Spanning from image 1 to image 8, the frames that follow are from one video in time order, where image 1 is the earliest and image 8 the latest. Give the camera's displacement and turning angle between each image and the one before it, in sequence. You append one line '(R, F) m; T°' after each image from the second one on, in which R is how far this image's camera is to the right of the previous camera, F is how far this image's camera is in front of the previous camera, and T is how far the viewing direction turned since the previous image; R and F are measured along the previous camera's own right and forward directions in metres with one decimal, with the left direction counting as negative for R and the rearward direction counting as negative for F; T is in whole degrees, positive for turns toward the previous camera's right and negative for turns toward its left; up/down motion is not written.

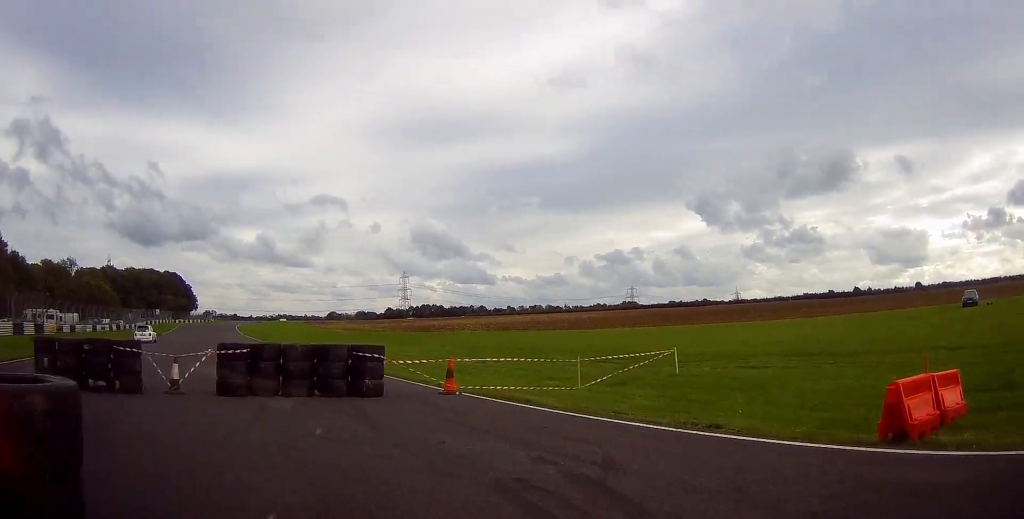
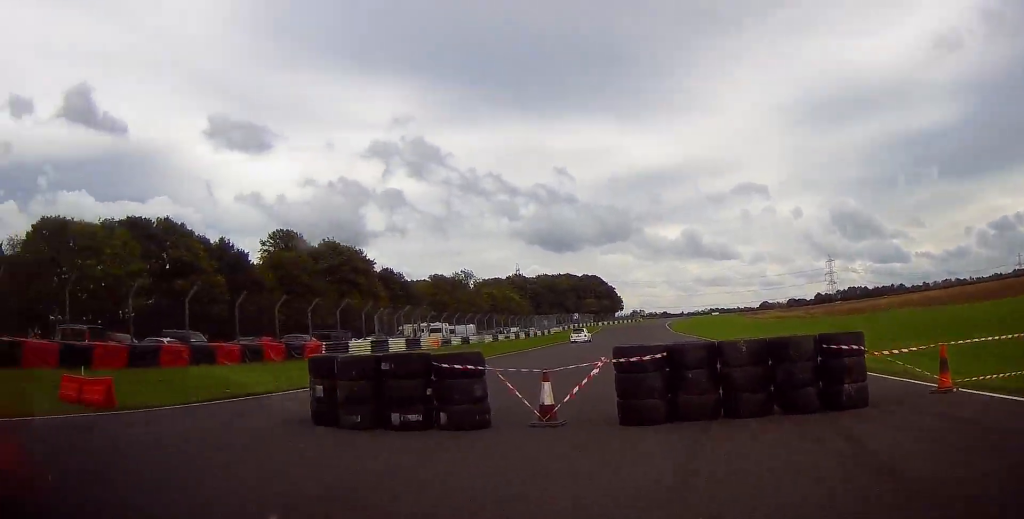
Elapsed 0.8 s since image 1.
(-1.1, +4.4) m; -29°
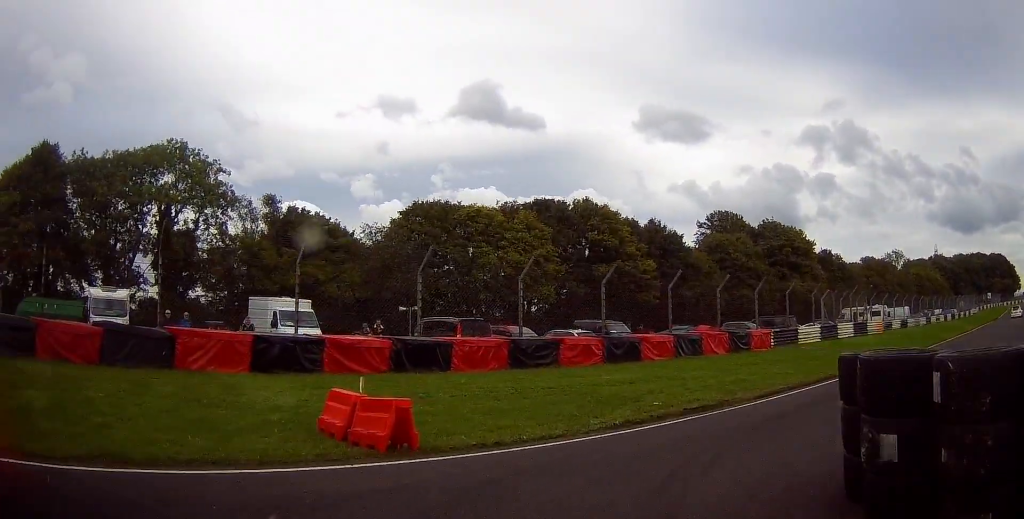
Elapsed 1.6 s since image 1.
(-1.6, +5.3) m; -11°
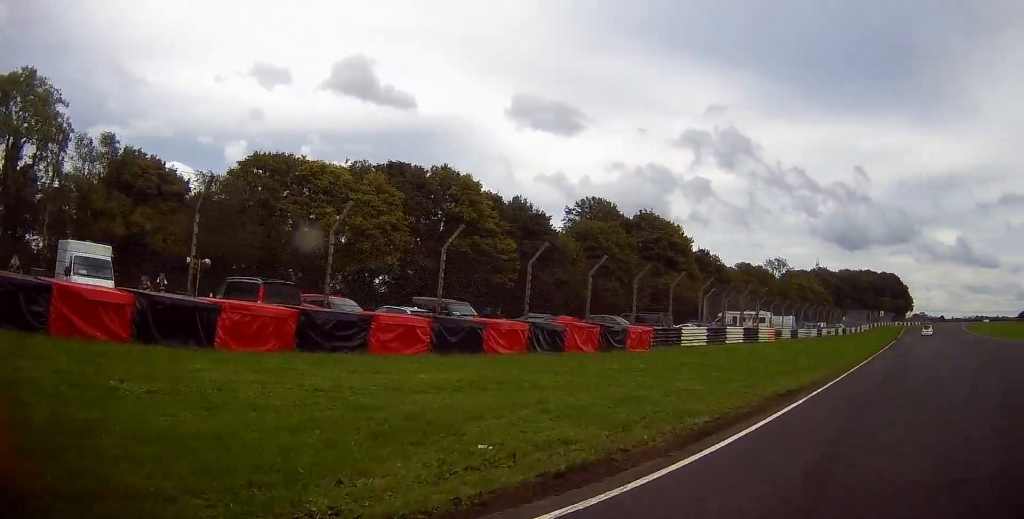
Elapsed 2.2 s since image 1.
(-0.2, +5.5) m; +4°
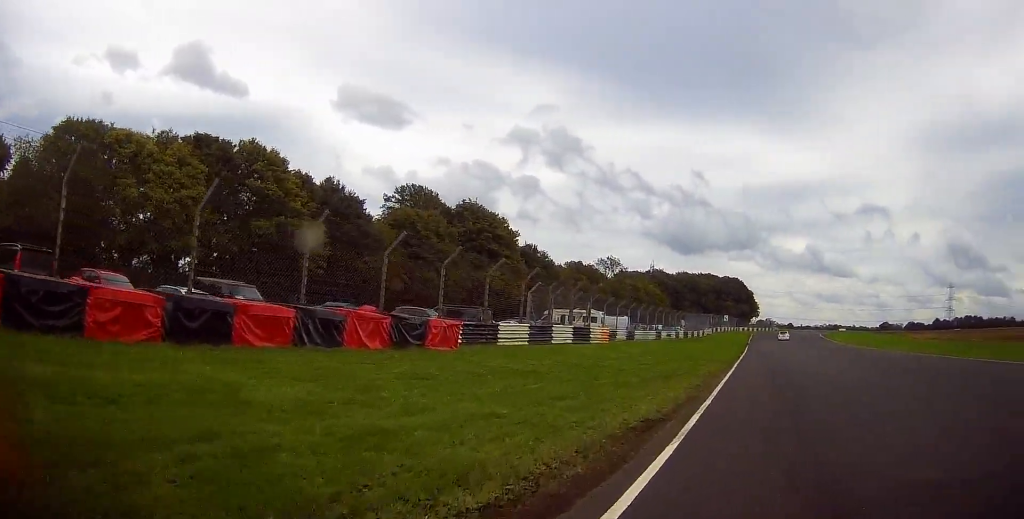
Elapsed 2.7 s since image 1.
(-0.1, +4.2) m; +8°
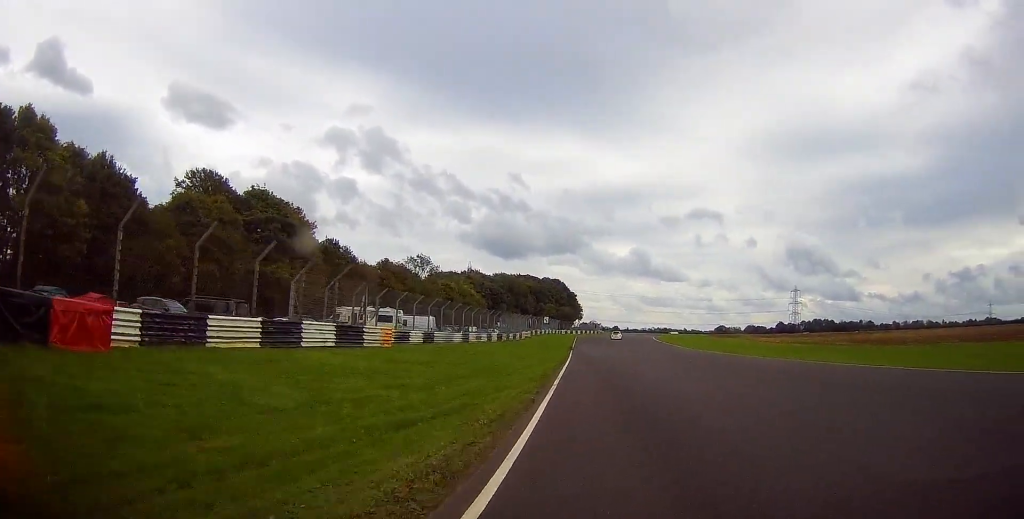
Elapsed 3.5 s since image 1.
(+1.3, +8.8) m; +9°
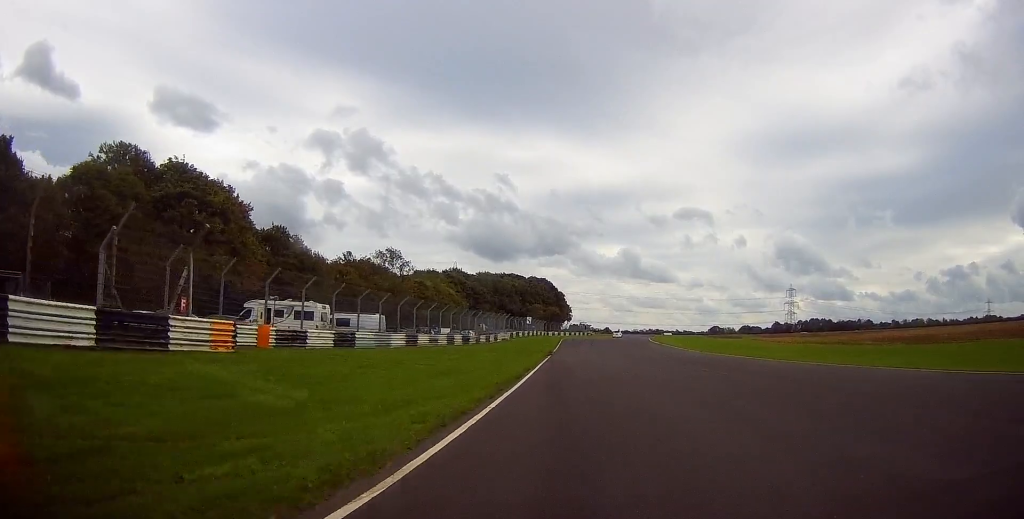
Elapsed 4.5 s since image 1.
(+0.9, +13.7) m; +4°
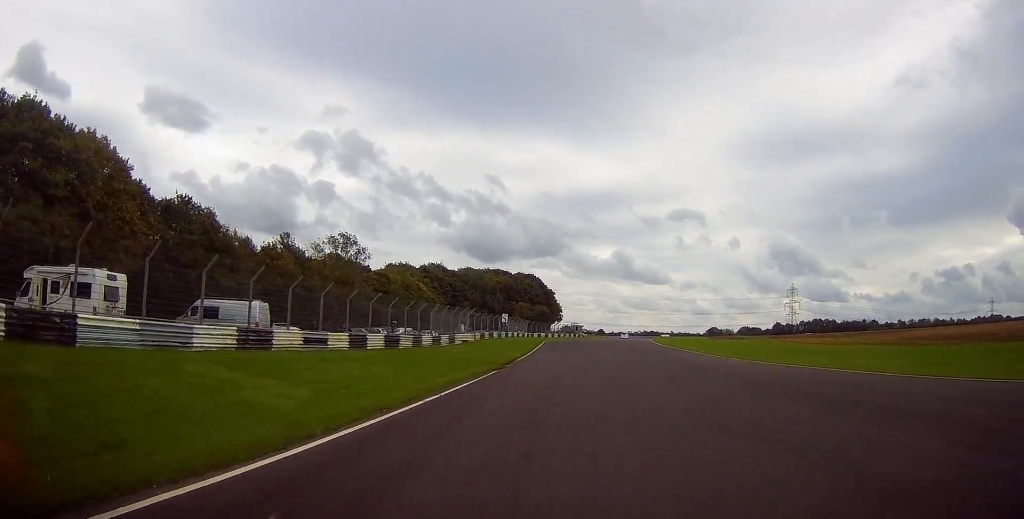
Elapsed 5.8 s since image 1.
(+0.1, +20.4) m; +2°
